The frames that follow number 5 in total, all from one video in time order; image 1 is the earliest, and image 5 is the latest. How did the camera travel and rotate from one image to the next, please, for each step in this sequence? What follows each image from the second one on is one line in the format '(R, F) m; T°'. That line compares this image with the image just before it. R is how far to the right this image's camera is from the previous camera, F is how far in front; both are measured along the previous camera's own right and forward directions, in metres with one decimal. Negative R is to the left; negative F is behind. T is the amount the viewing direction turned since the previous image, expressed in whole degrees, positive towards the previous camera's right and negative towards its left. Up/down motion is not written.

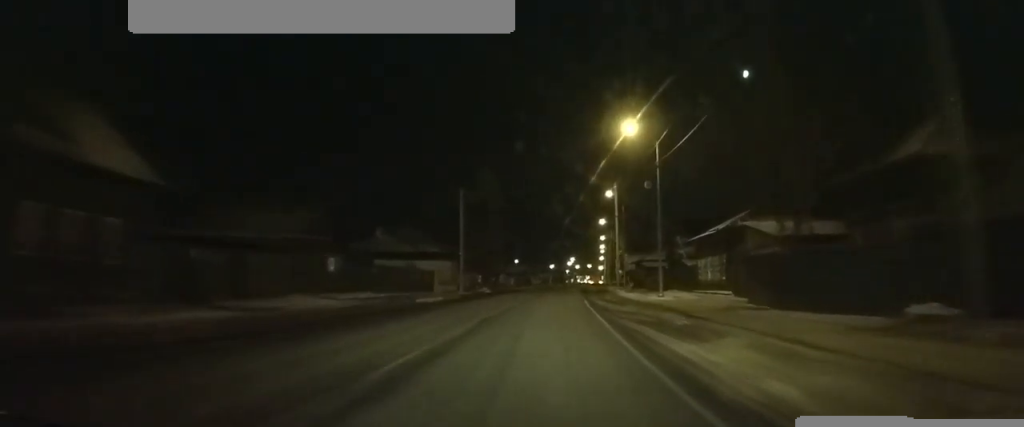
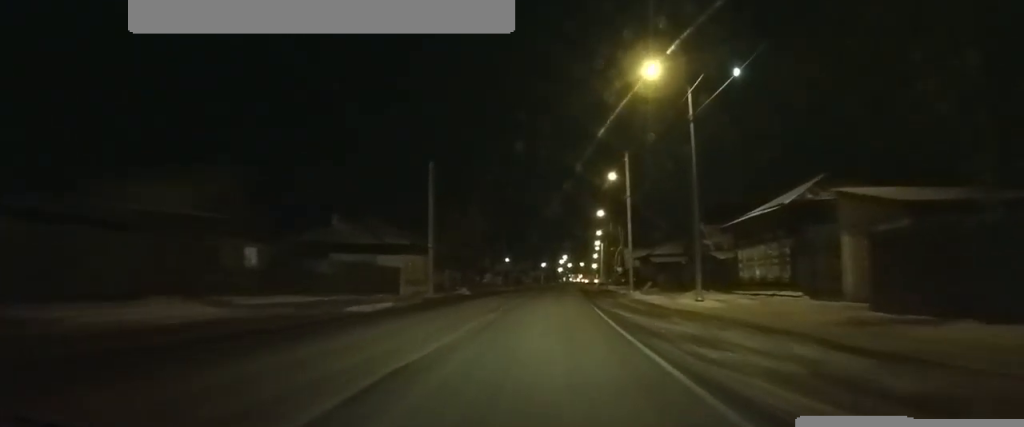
(0.0, +10.3) m; 0°
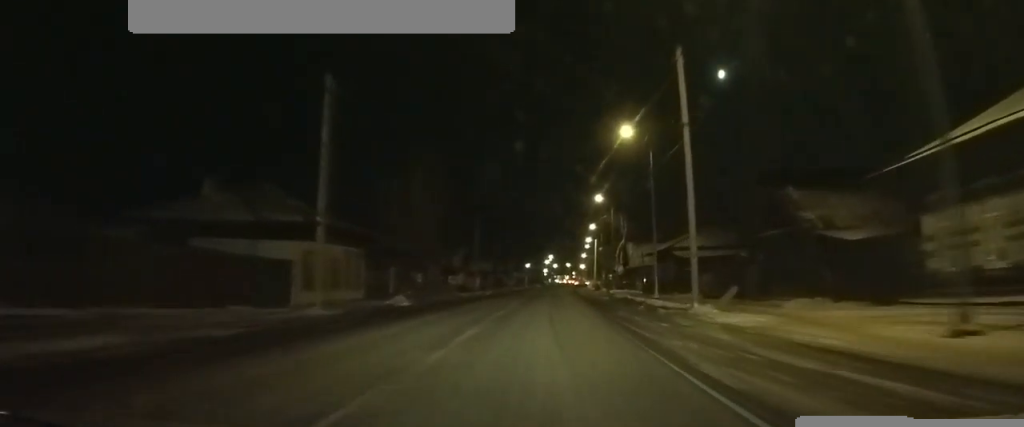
(0.0, +17.4) m; +1°
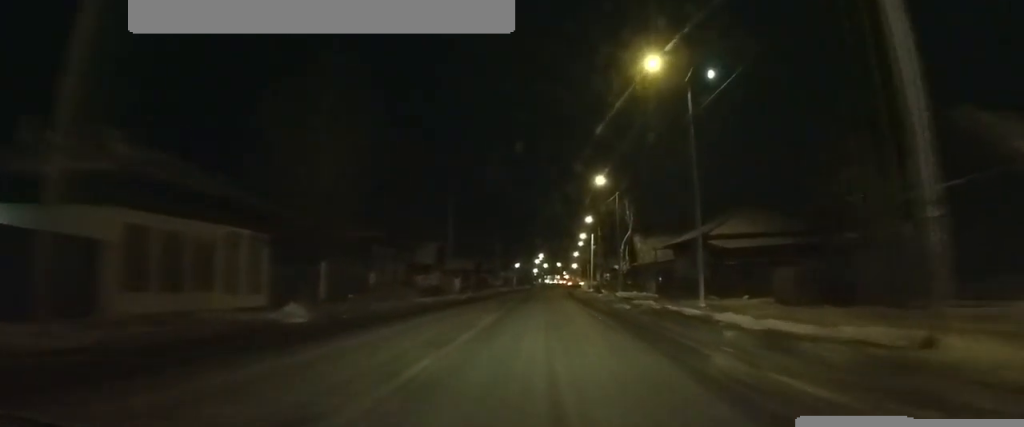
(+0.1, +12.2) m; +1°
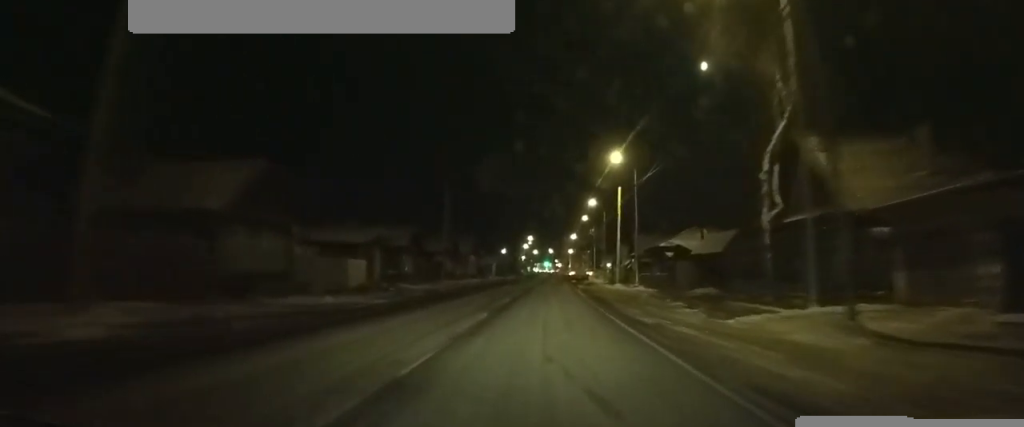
(+1.0, +40.1) m; +3°
